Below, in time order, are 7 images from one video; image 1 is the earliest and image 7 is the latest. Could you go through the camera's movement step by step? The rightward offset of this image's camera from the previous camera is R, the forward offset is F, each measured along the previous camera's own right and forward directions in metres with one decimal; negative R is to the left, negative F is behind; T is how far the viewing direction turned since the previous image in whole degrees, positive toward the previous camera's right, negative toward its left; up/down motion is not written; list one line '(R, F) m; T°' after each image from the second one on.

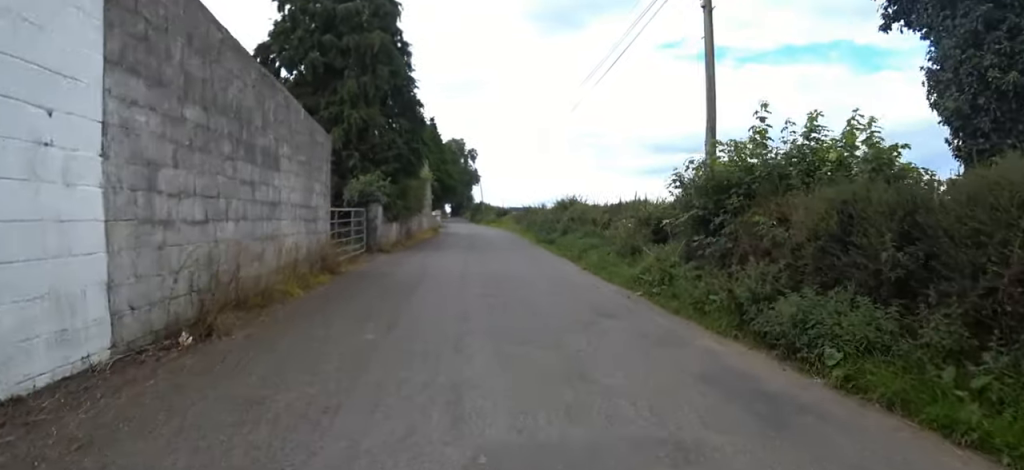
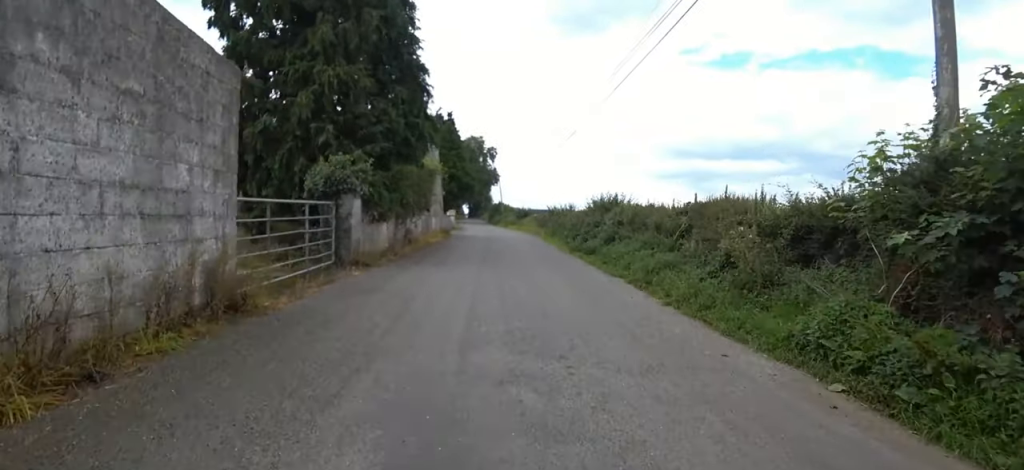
(+0.6, +4.0) m; 0°
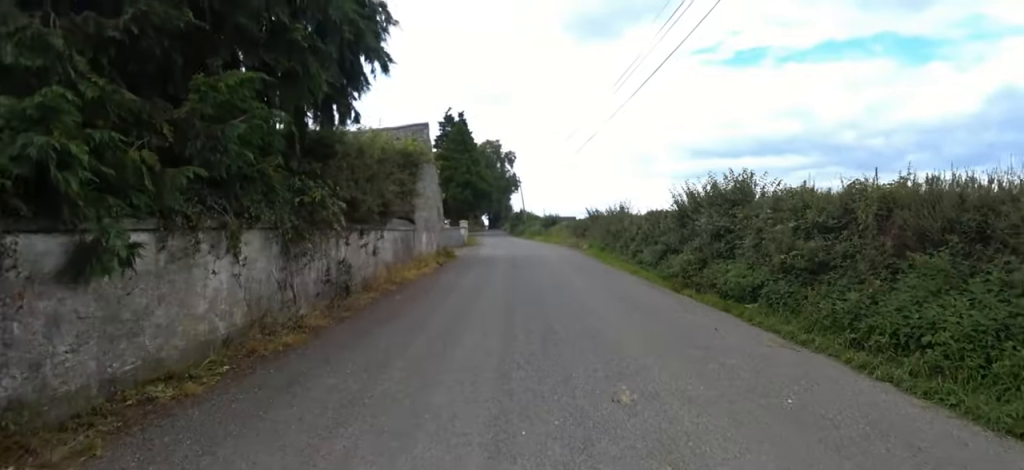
(-0.1, +8.1) m; 0°
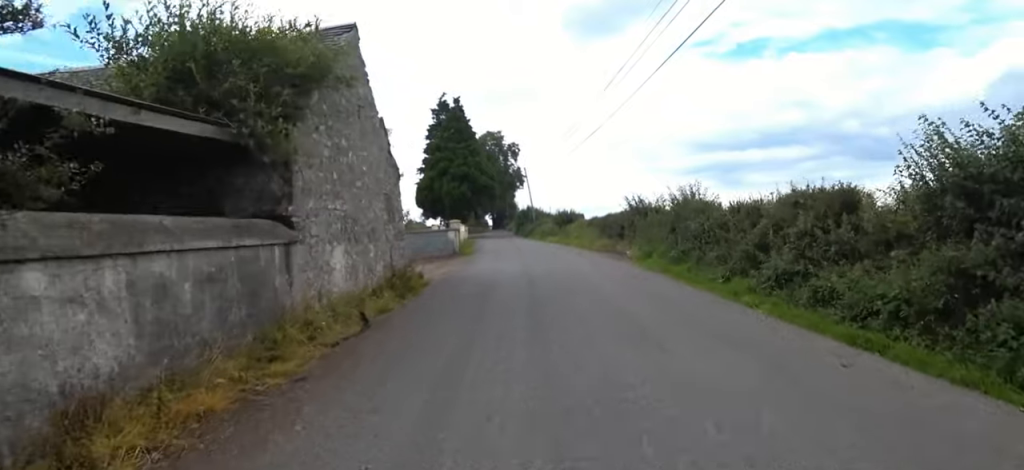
(-0.6, +7.7) m; +1°
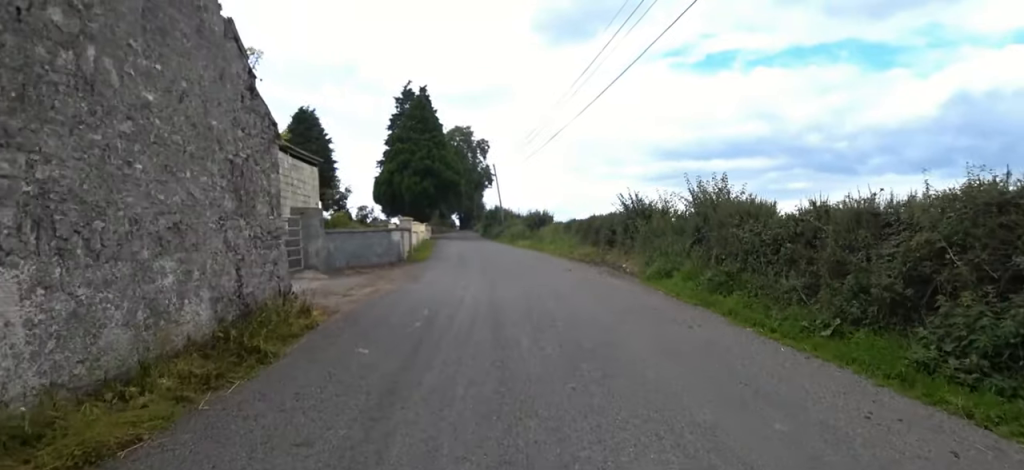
(+0.4, +4.2) m; +9°
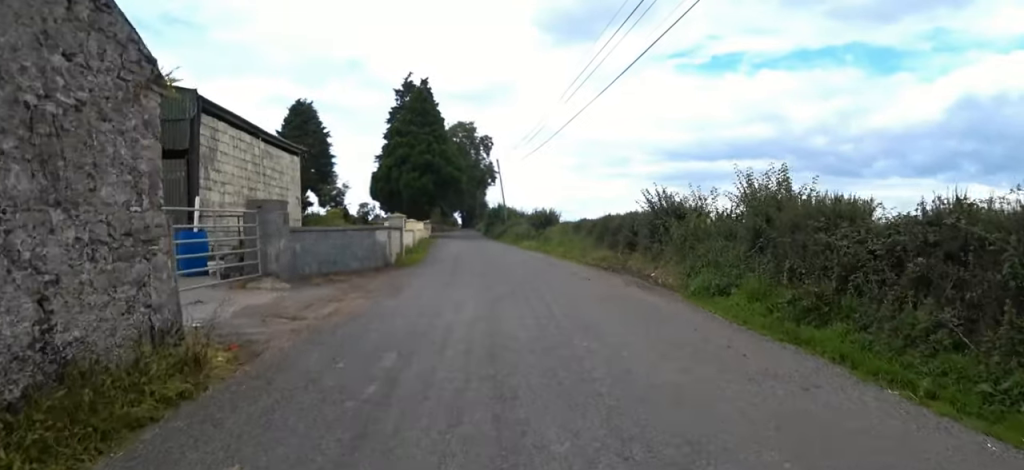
(+0.2, +2.1) m; -4°
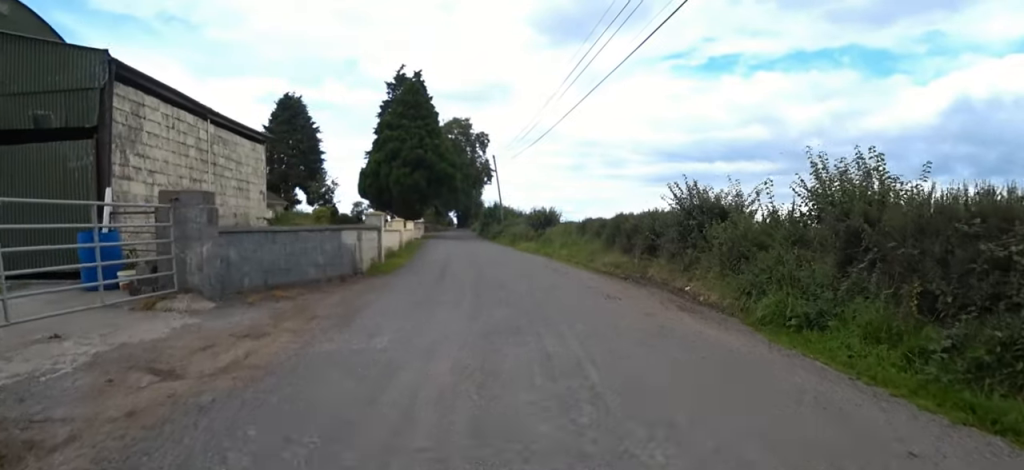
(+0.3, +2.2) m; -4°
